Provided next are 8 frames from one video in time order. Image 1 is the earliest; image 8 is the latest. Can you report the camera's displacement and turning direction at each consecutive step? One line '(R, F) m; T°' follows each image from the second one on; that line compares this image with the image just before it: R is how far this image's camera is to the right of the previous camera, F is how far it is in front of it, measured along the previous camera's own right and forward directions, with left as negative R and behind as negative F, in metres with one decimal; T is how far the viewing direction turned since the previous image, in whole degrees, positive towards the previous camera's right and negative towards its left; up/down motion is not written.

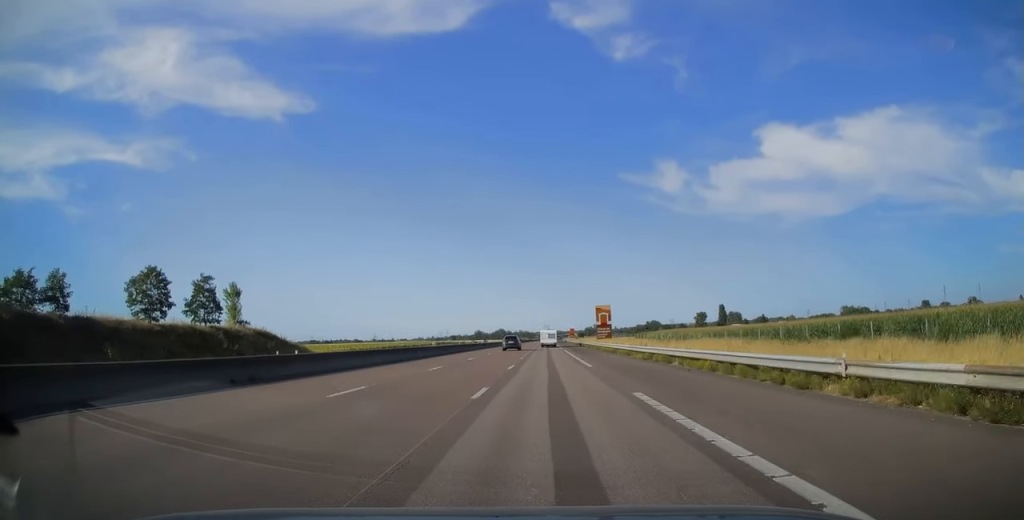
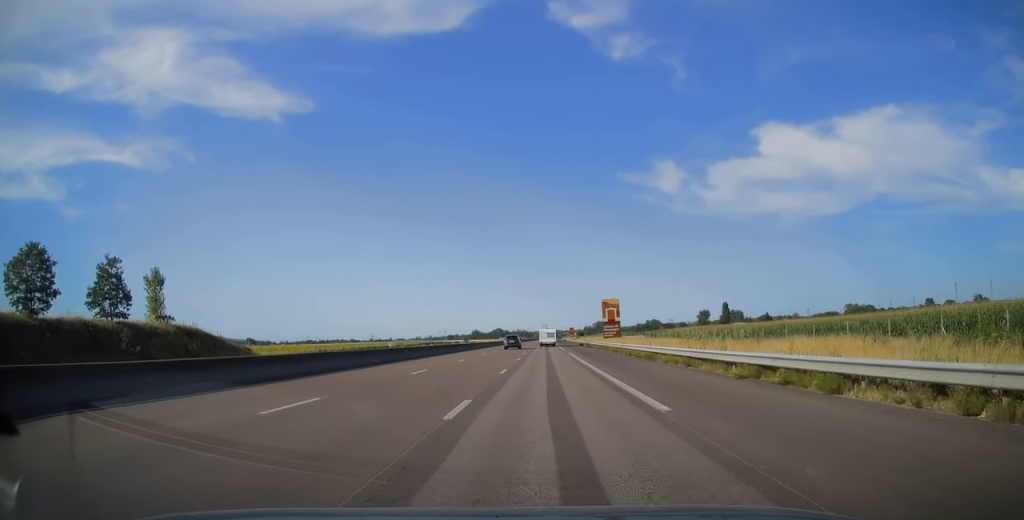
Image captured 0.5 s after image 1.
(+0.1, +16.5) m; 0°
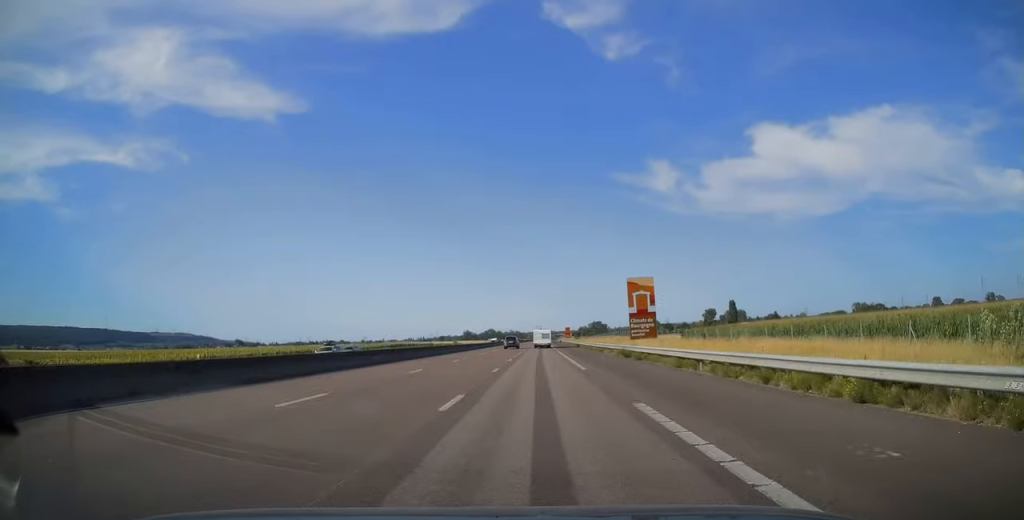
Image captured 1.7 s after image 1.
(-0.1, +37.6) m; 0°
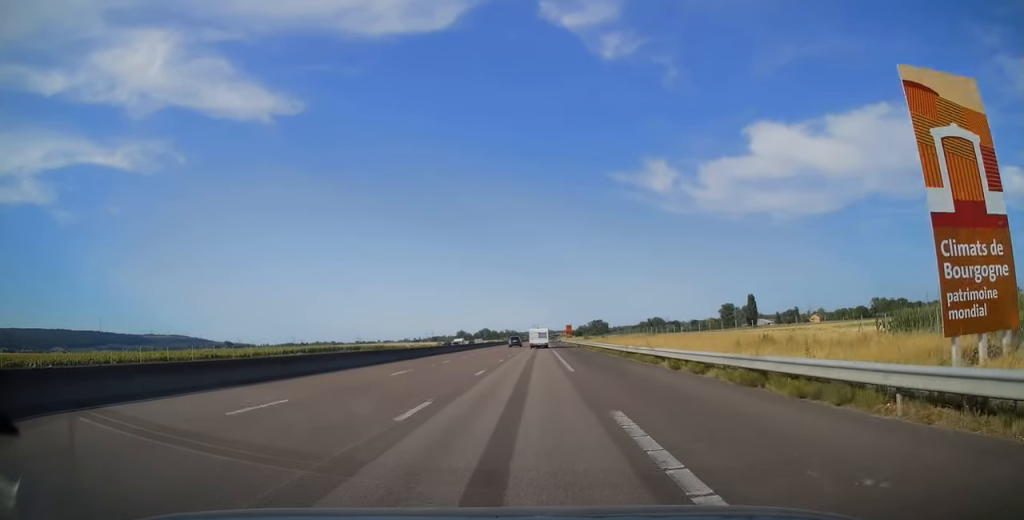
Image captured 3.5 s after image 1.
(+0.6, +53.0) m; +1°
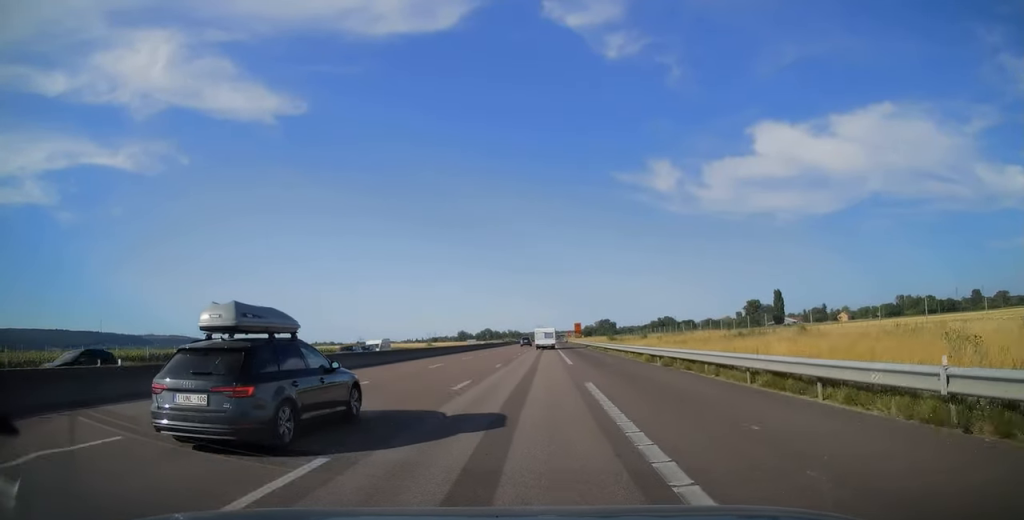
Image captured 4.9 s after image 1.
(-0.1, +45.4) m; 0°
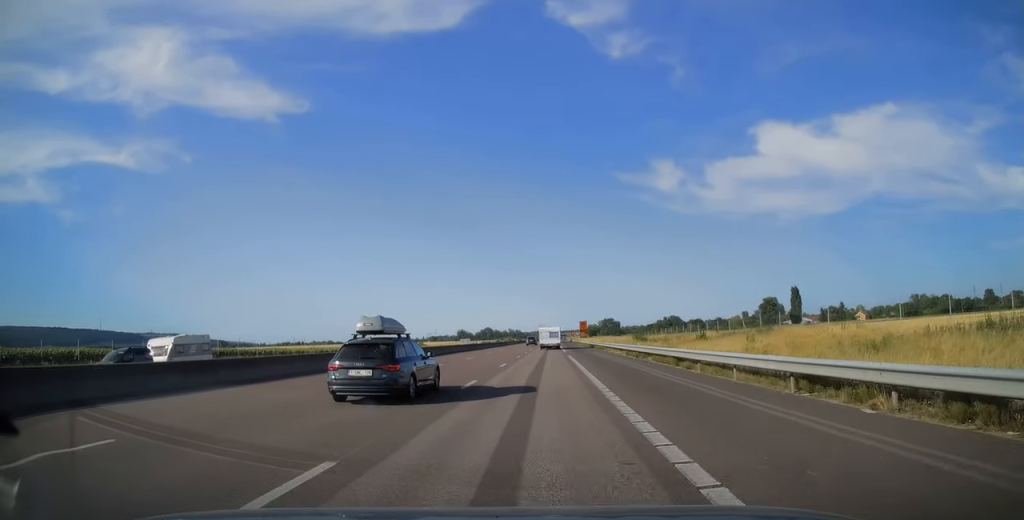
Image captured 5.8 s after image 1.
(-0.2, +26.3) m; 0°
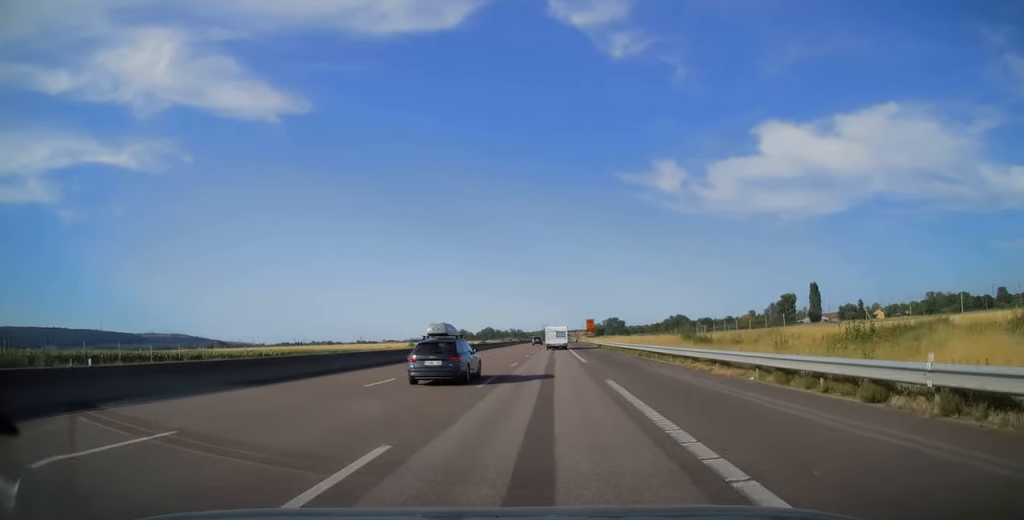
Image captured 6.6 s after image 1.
(+0.2, +24.7) m; 0°
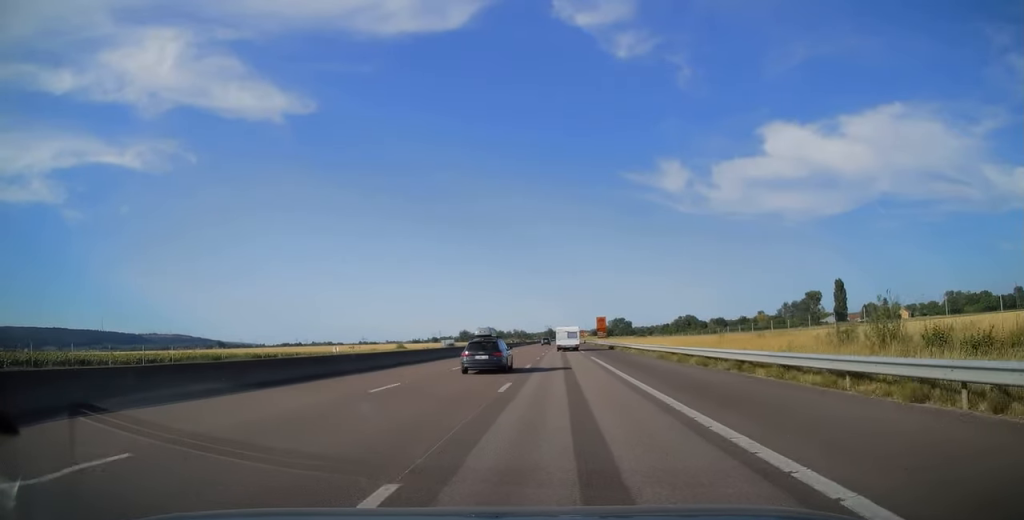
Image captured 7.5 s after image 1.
(0.0, +27.8) m; 0°
